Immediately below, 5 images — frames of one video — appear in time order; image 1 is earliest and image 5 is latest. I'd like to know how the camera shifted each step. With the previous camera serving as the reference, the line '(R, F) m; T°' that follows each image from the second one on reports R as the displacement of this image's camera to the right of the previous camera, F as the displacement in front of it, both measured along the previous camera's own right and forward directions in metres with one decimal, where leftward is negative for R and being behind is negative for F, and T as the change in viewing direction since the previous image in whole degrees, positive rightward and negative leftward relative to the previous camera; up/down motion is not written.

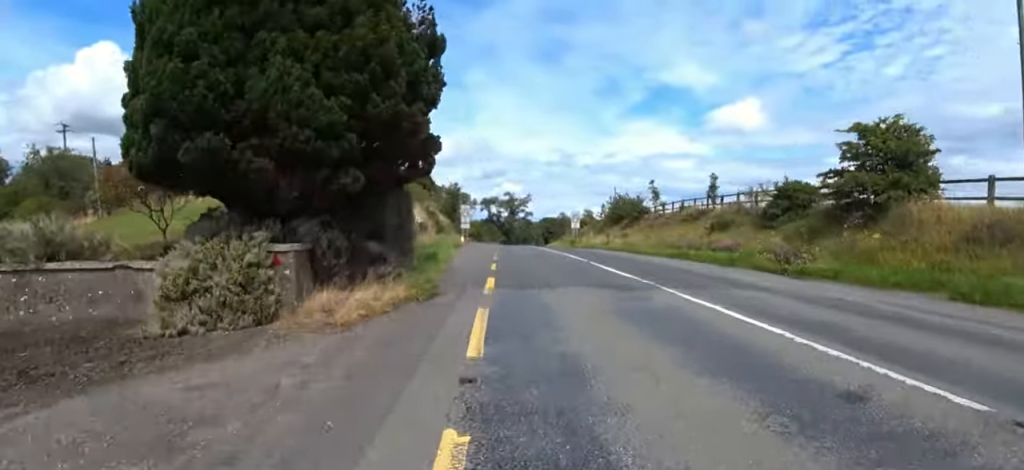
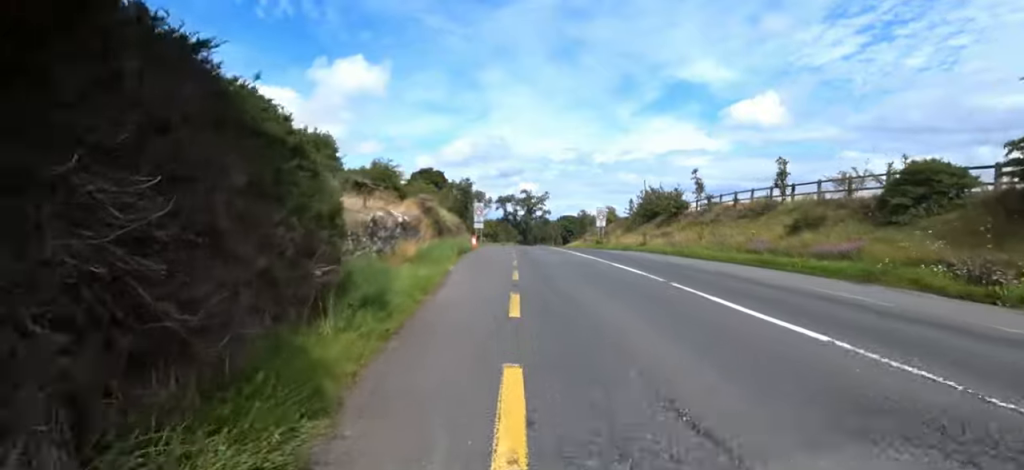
(+0.3, +6.0) m; +1°
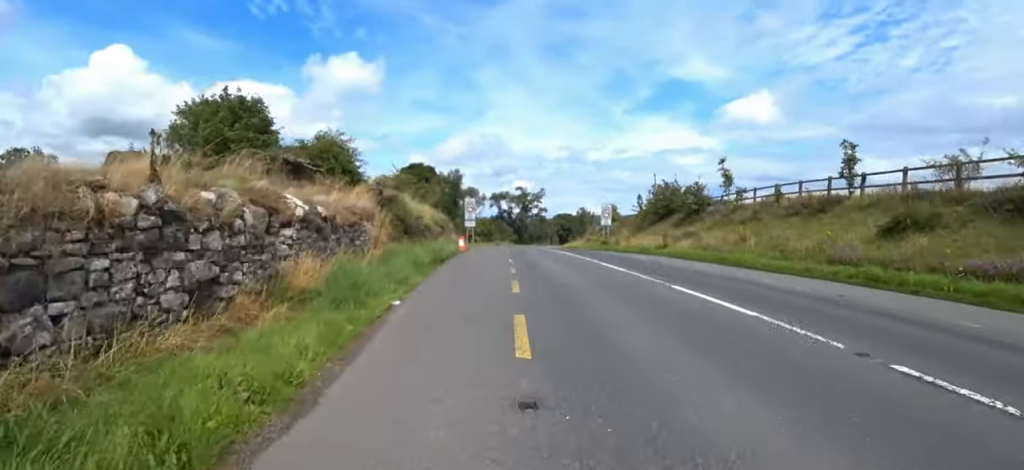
(+0.1, +5.7) m; -1°
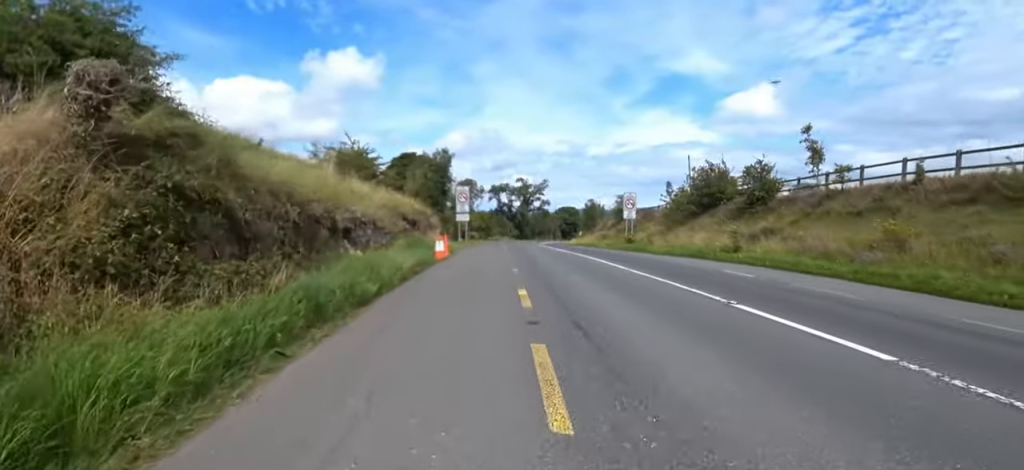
(-0.6, +9.4) m; -1°
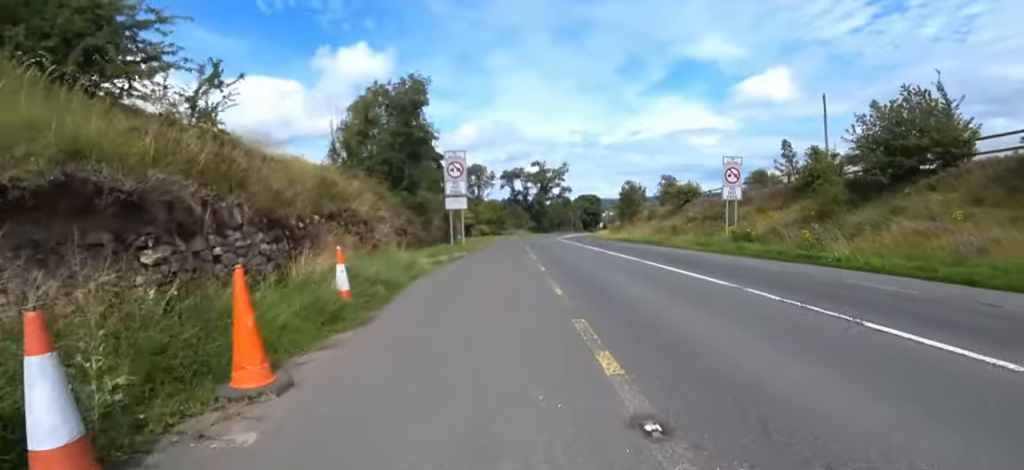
(-0.3, +17.1) m; -3°
